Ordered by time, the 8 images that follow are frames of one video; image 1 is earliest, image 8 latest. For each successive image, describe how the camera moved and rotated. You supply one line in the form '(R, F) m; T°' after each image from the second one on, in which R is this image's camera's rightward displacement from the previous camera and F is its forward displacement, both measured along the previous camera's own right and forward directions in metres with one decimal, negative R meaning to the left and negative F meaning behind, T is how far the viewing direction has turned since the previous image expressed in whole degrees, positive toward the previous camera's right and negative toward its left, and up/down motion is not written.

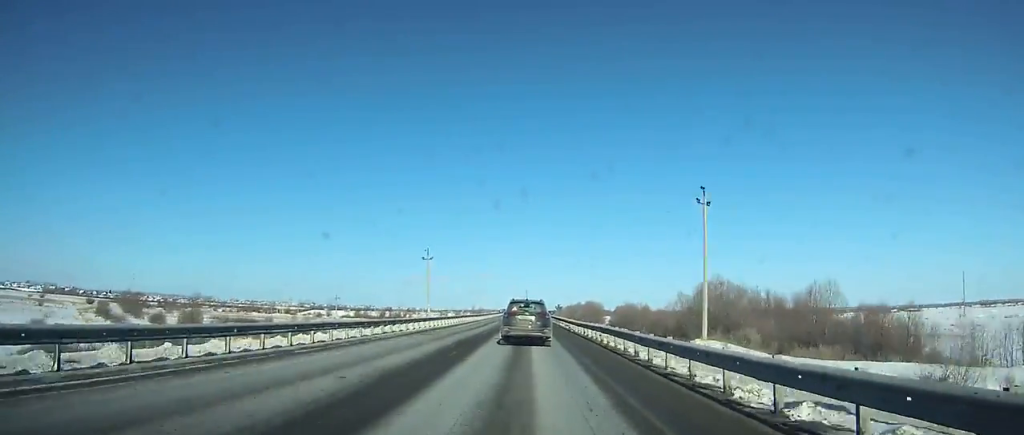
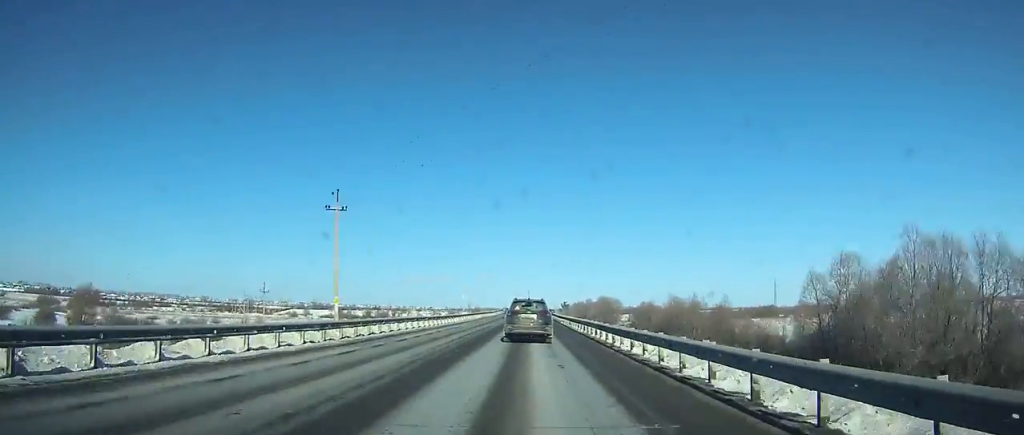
(0.0, +37.4) m; 0°
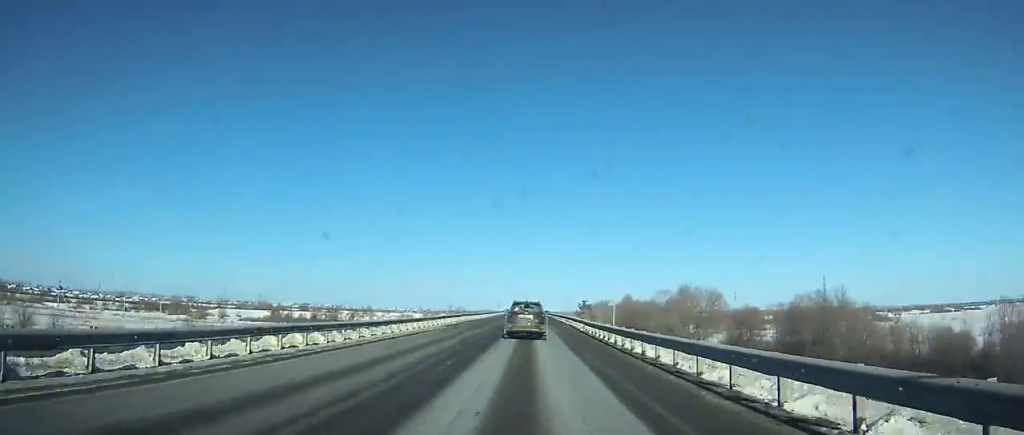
(0.0, +85.1) m; 0°
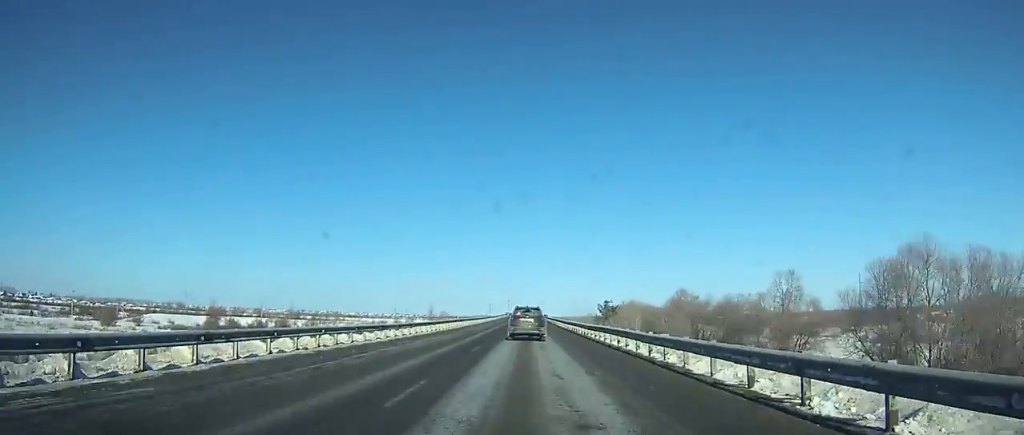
(+0.1, +50.2) m; 0°
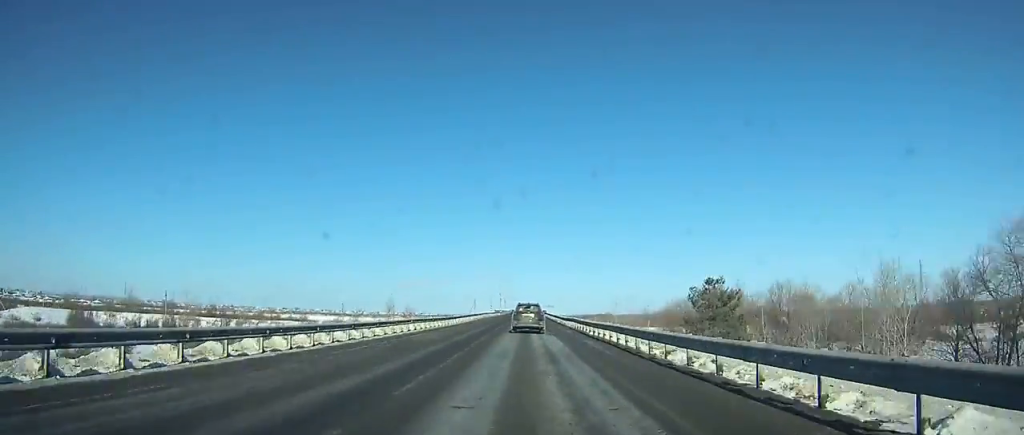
(+0.1, +66.0) m; 0°
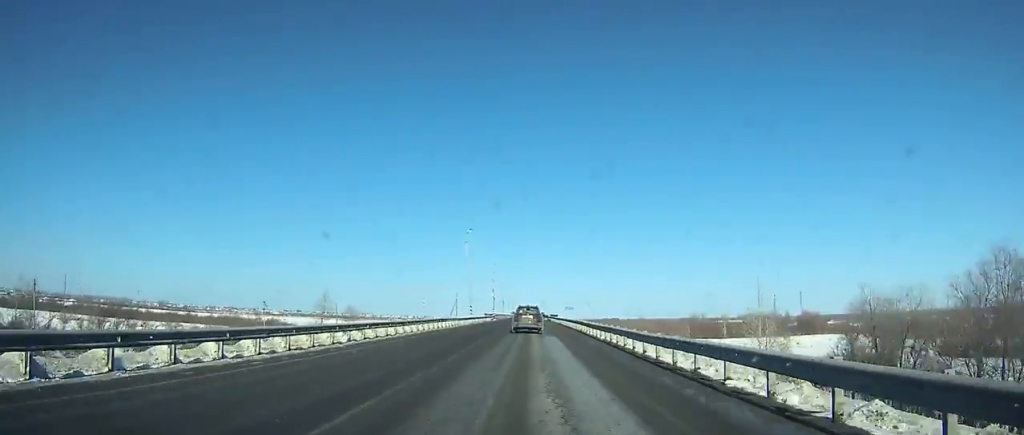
(-0.1, +54.3) m; 0°
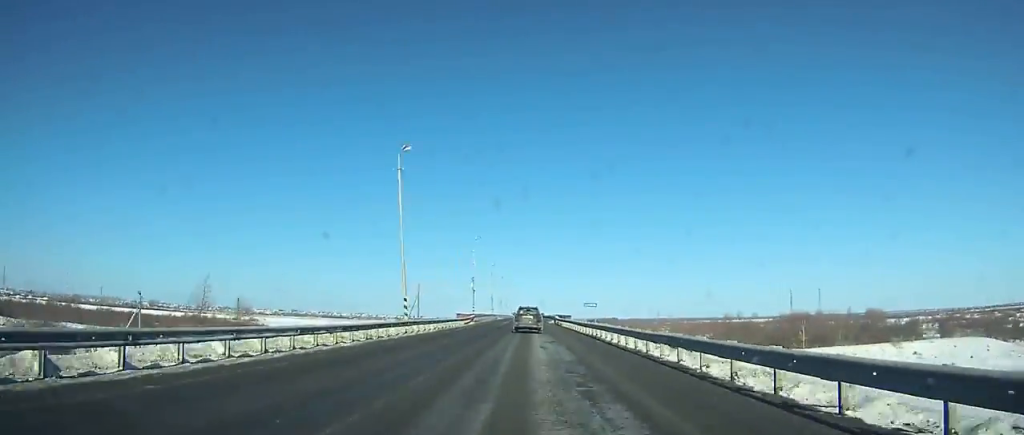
(-0.1, +39.5) m; 0°
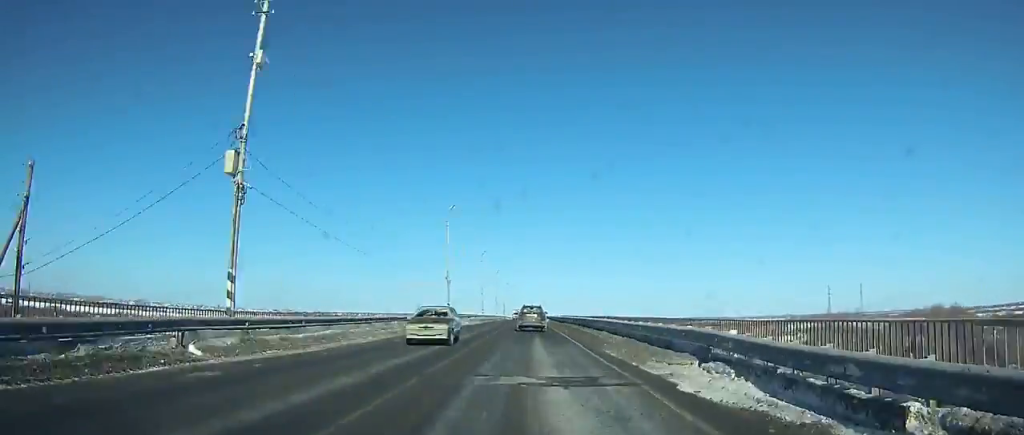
(-0.1, +66.7) m; 0°
